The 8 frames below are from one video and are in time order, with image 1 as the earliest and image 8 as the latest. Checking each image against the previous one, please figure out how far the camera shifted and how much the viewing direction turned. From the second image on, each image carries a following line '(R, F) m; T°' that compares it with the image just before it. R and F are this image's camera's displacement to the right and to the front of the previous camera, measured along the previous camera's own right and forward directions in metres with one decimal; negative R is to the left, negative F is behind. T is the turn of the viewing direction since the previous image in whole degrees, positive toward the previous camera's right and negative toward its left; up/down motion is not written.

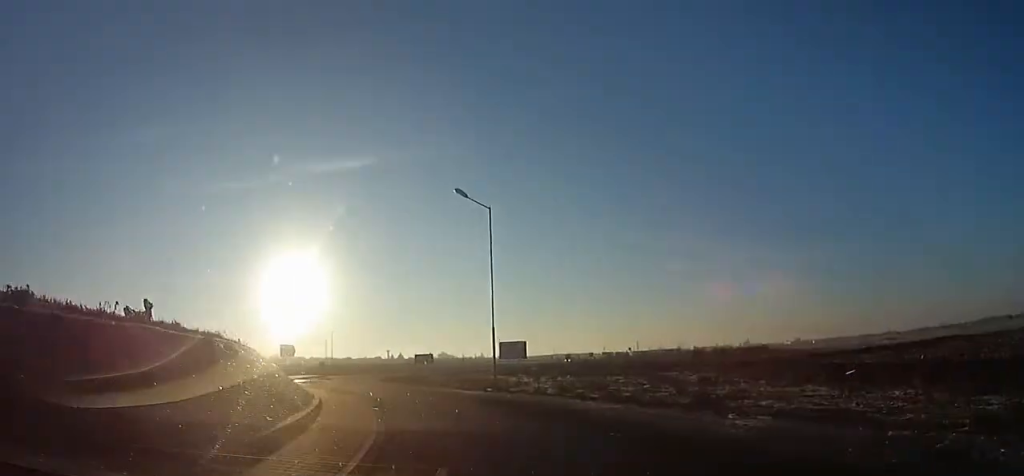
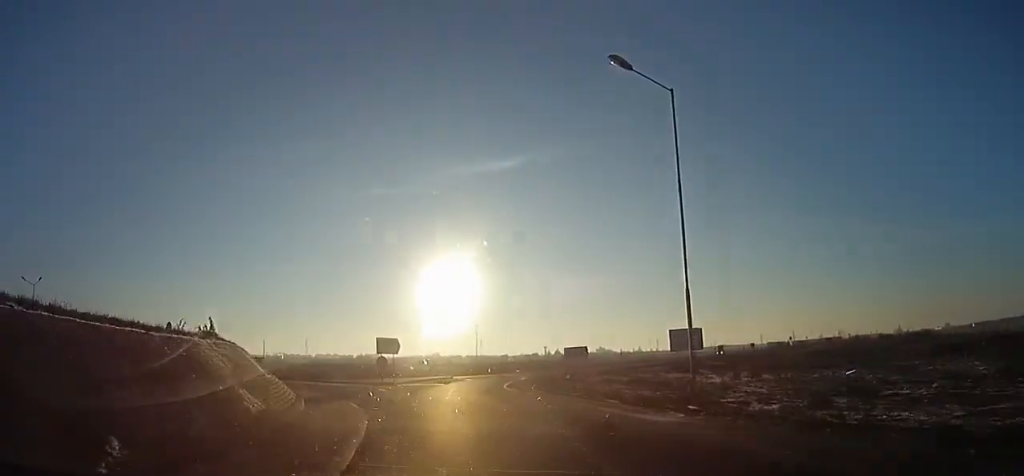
(-1.7, +12.0) m; -14°
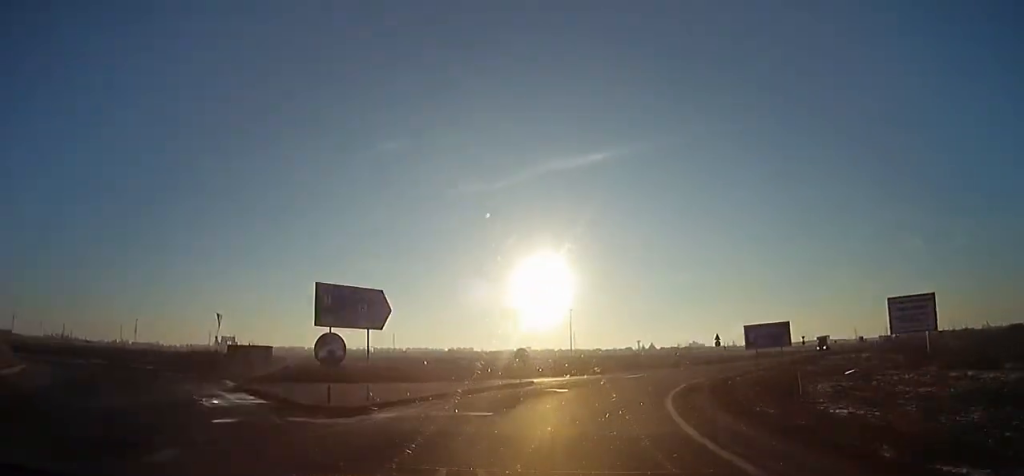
(-3.3, +20.7) m; -1°
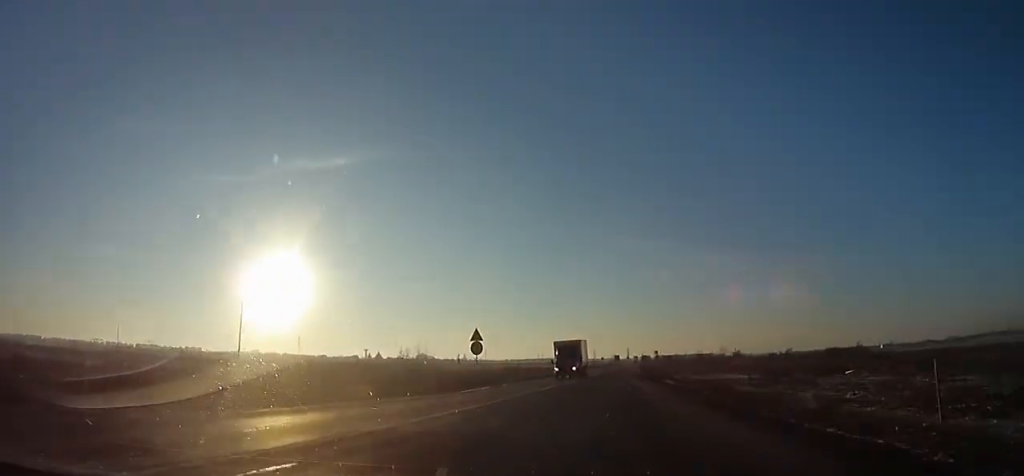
(+6.7, +29.3) m; +22°
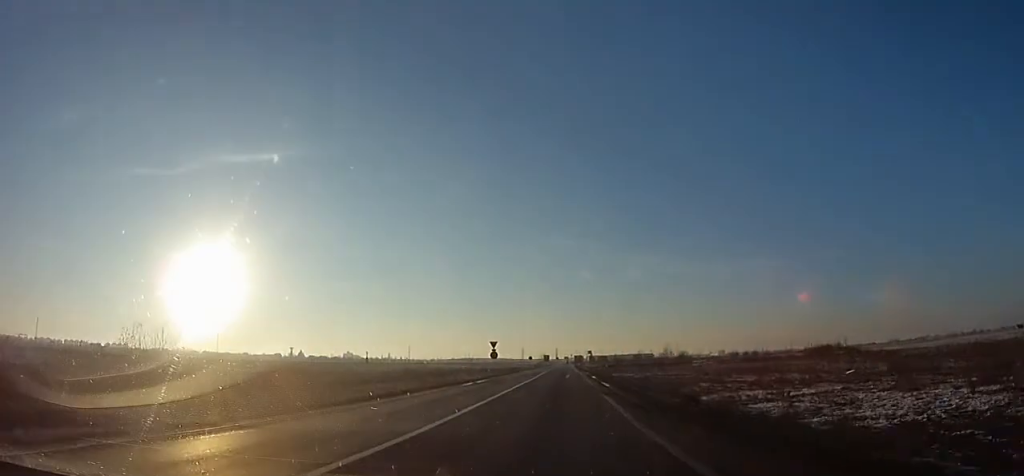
(+3.2, +27.6) m; +7°
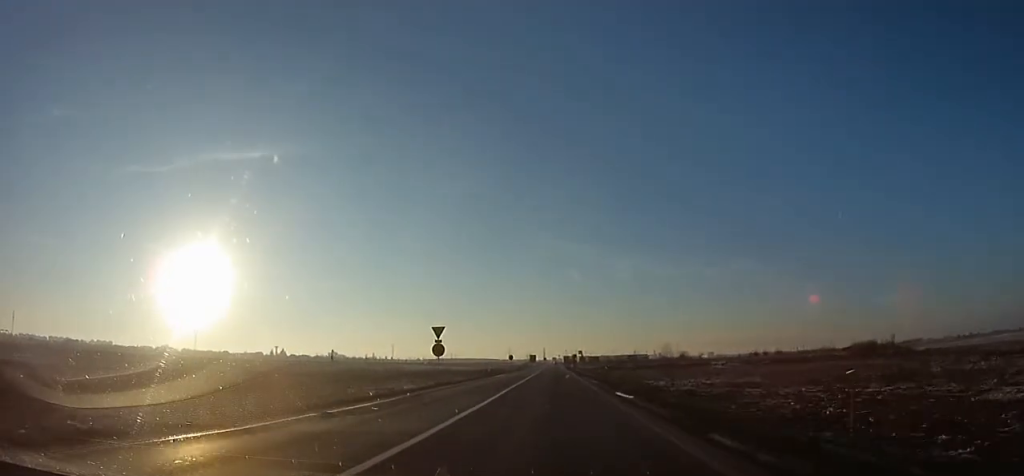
(+0.1, +21.1) m; +1°
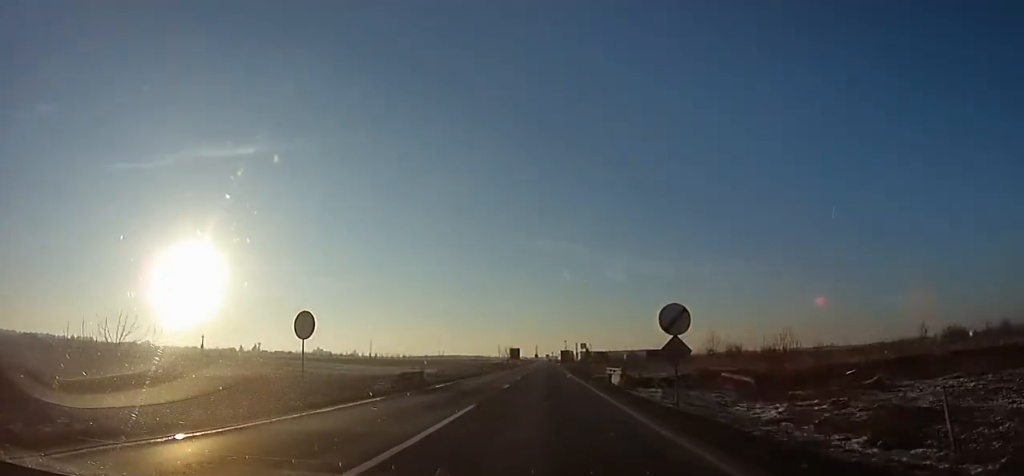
(+0.9, +66.0) m; +1°
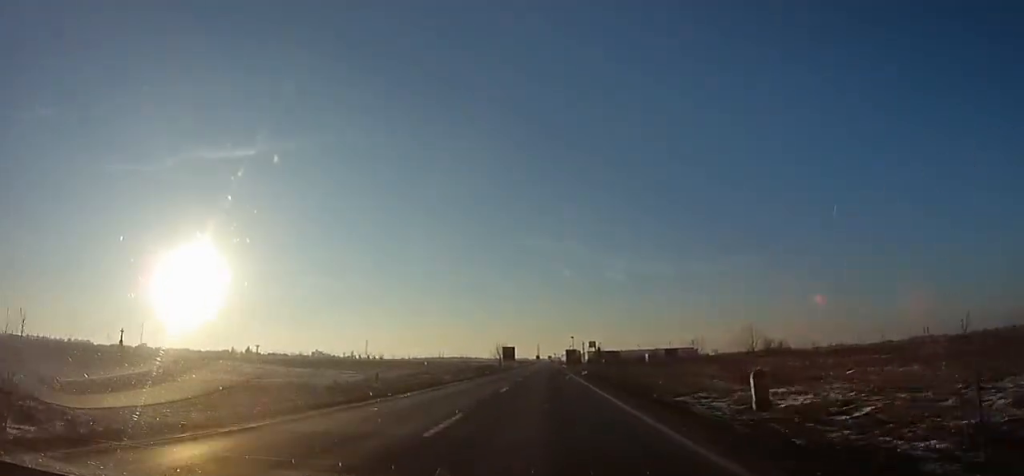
(0.0, +26.4) m; 0°
